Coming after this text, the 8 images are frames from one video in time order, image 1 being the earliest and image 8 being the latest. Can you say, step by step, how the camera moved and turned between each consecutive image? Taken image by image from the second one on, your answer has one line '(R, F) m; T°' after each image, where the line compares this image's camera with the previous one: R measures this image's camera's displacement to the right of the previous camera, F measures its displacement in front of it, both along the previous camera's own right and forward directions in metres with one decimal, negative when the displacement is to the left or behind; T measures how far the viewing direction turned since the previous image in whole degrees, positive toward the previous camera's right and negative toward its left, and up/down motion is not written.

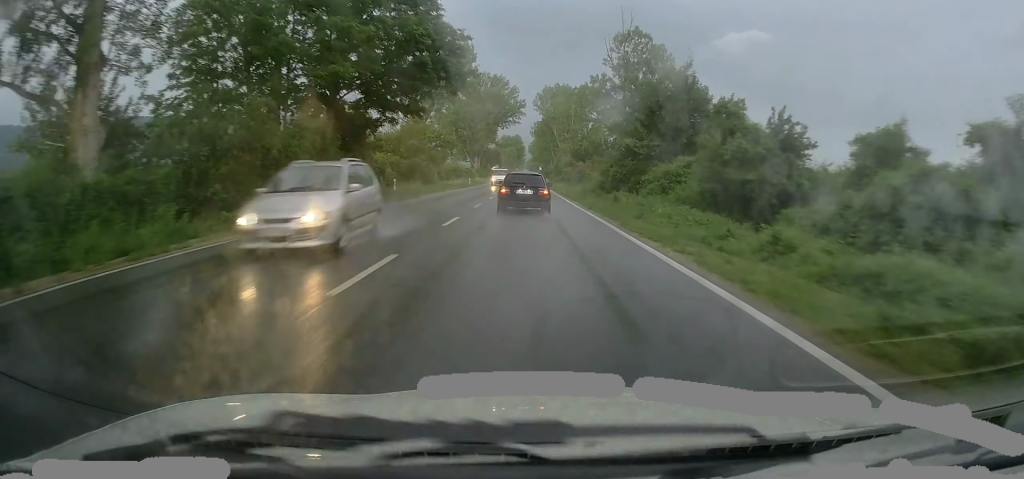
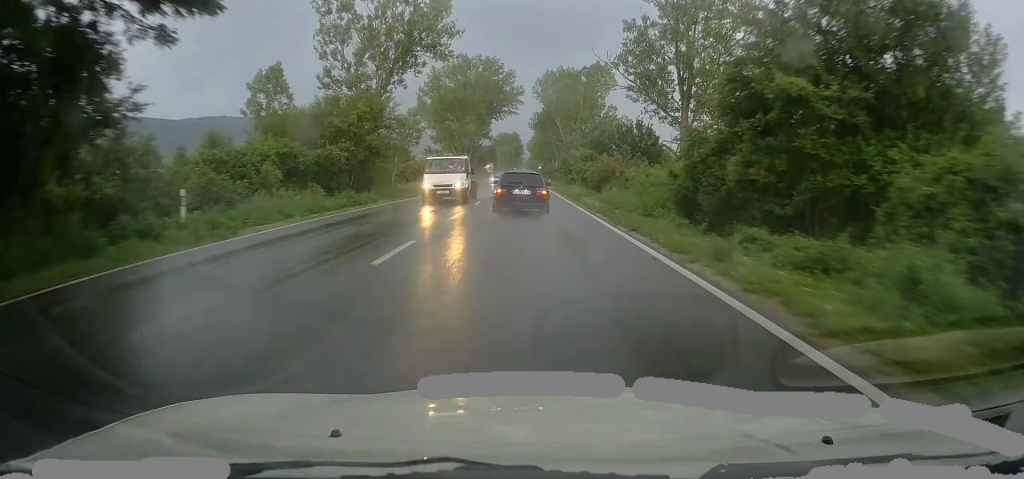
(-0.1, +24.9) m; +1°
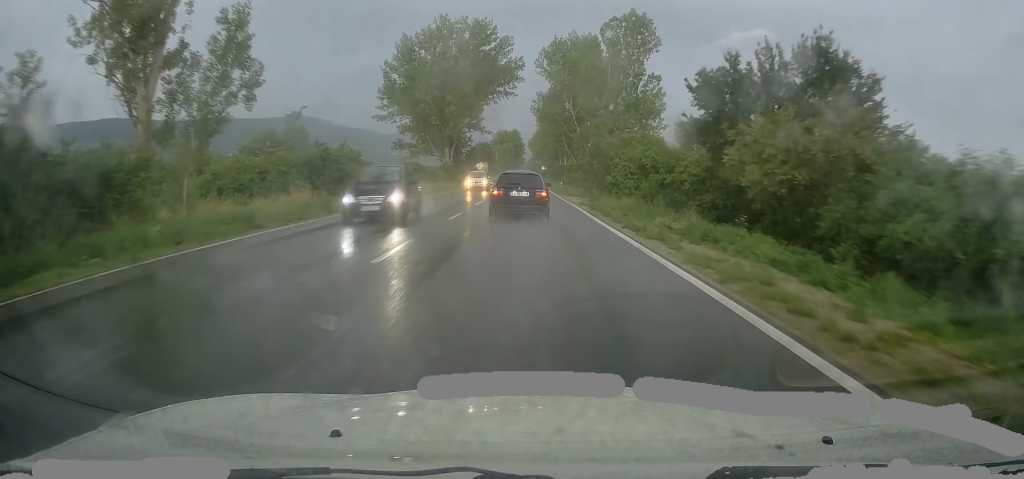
(+0.2, +35.4) m; 0°
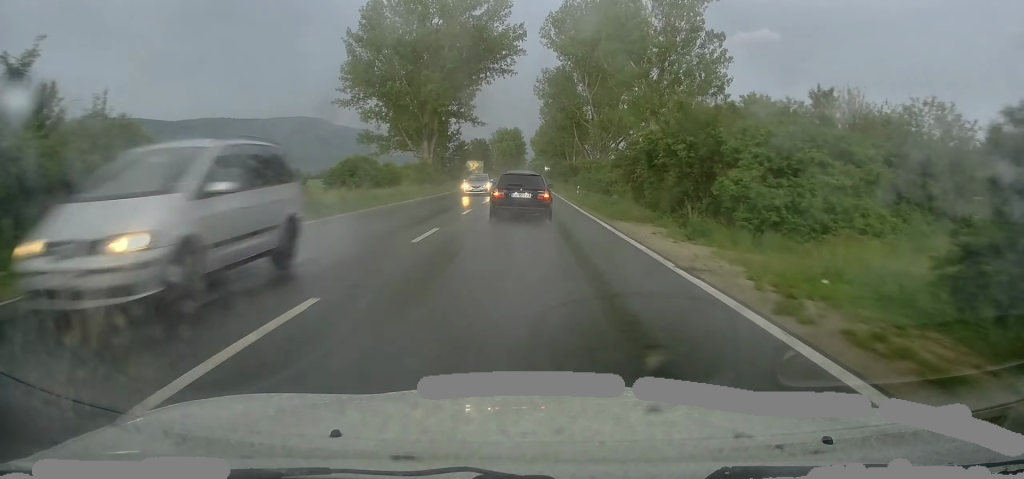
(-0.1, +24.0) m; 0°
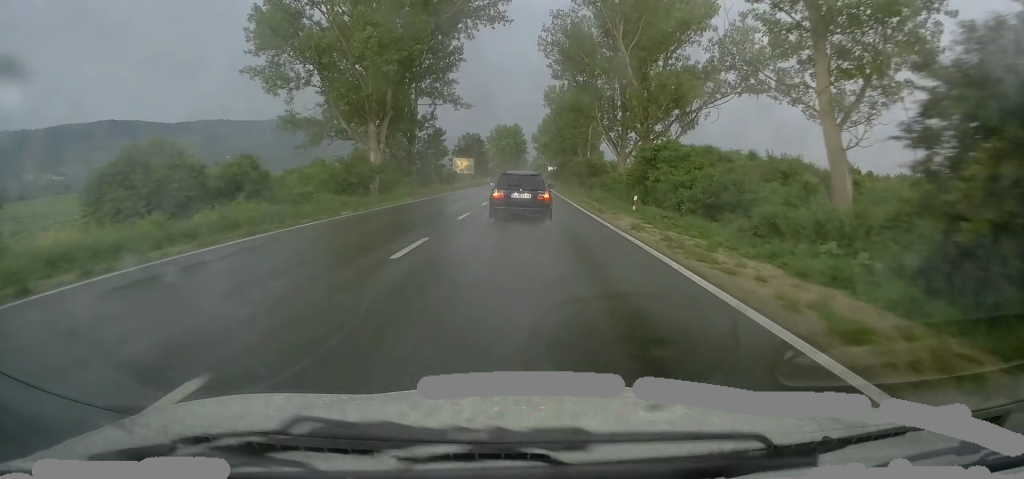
(+0.2, +29.0) m; -1°
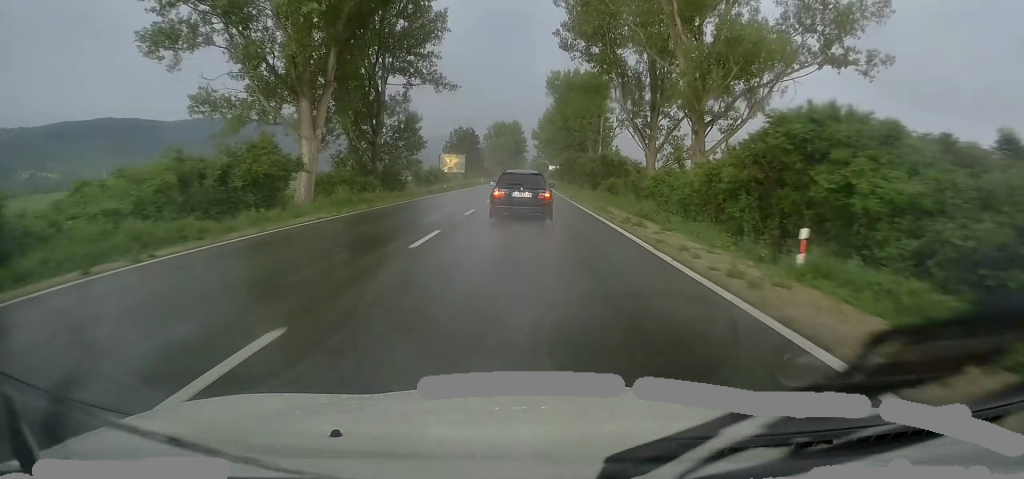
(-0.2, +16.5) m; 0°
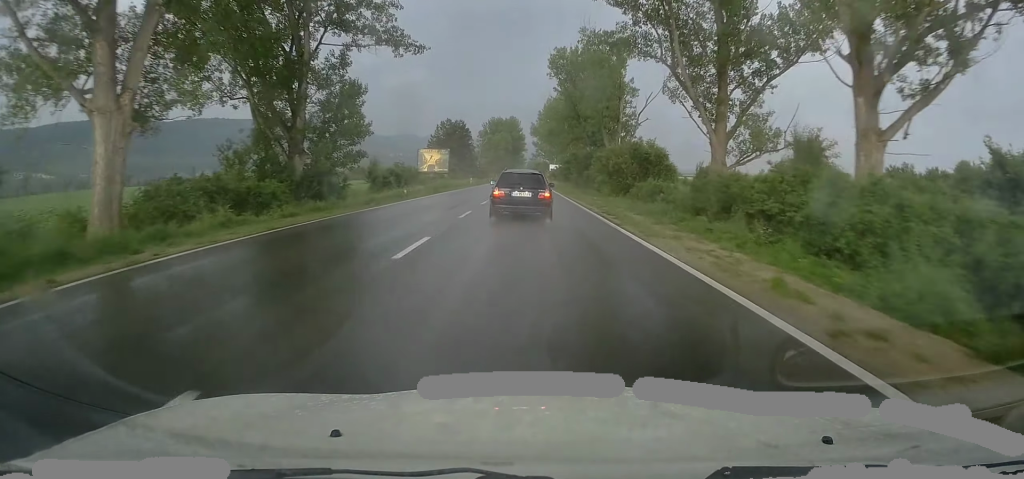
(-0.1, +19.4) m; 0°
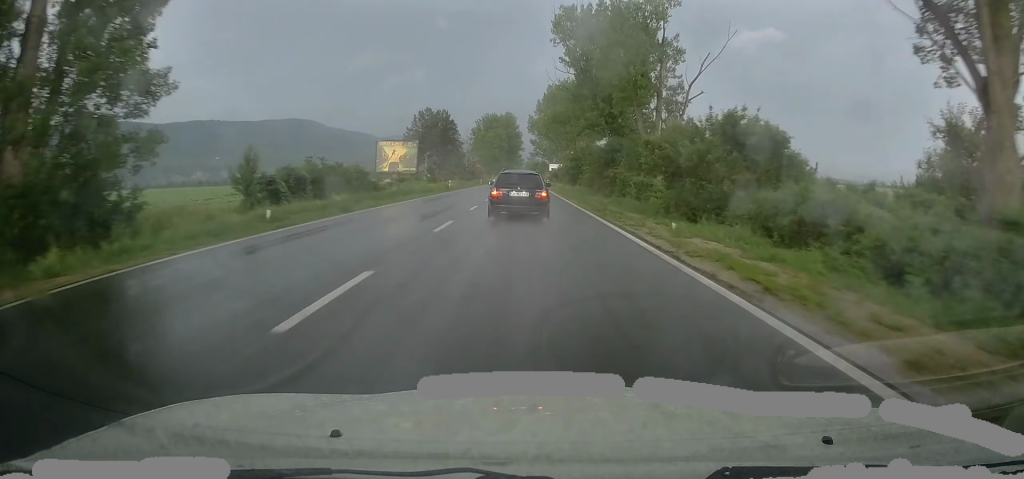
(+0.3, +22.1) m; +1°
